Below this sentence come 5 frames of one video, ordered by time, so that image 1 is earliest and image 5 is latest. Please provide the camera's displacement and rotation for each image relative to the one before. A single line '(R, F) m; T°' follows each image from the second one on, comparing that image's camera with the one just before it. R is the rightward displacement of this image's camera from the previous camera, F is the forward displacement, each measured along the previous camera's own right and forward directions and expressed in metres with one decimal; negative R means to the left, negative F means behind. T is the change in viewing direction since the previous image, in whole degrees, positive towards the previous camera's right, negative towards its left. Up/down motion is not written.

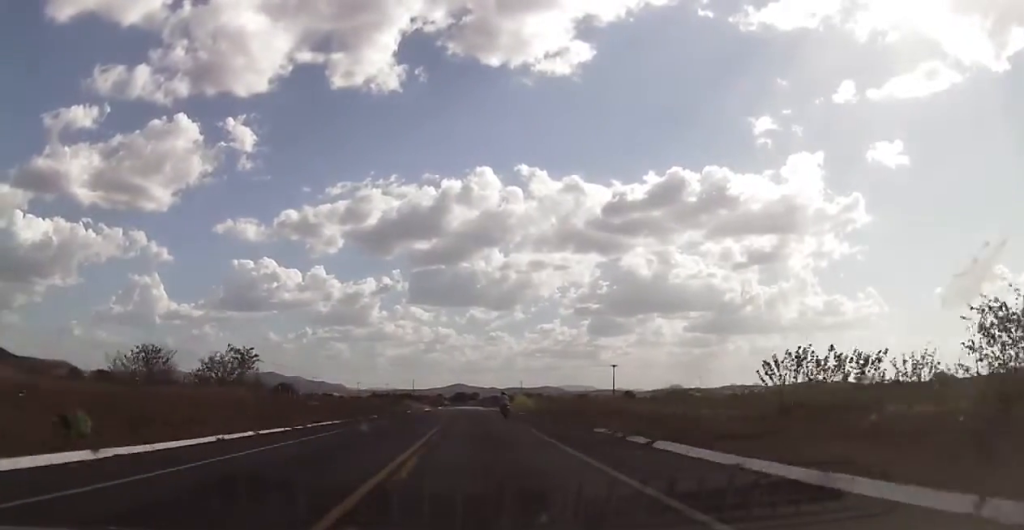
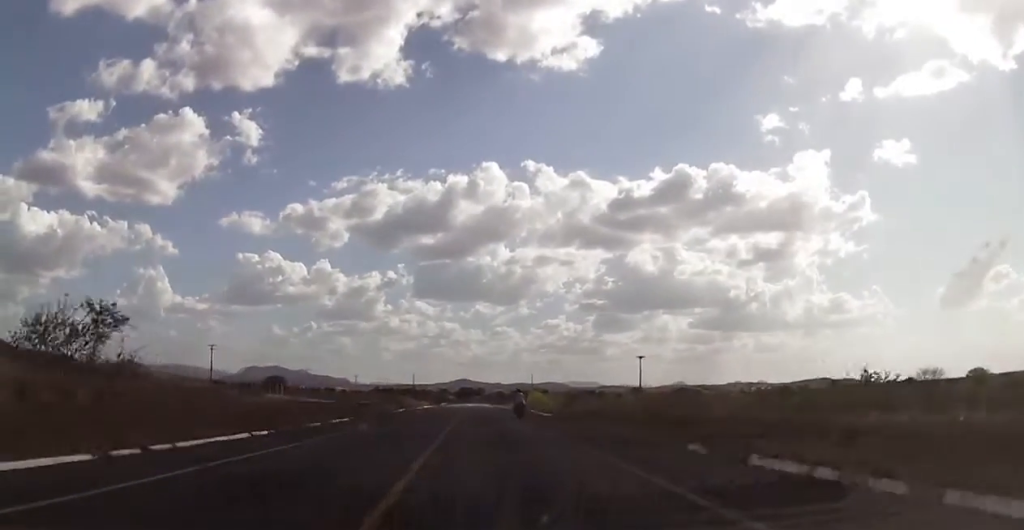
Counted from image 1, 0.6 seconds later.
(0.0, +18.2) m; 0°
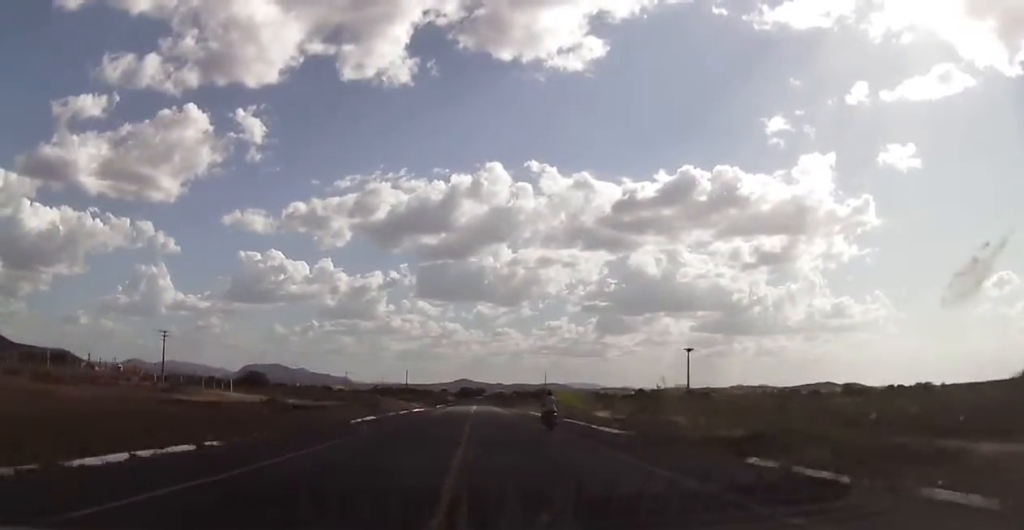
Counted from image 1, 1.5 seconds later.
(0.0, +25.9) m; 0°
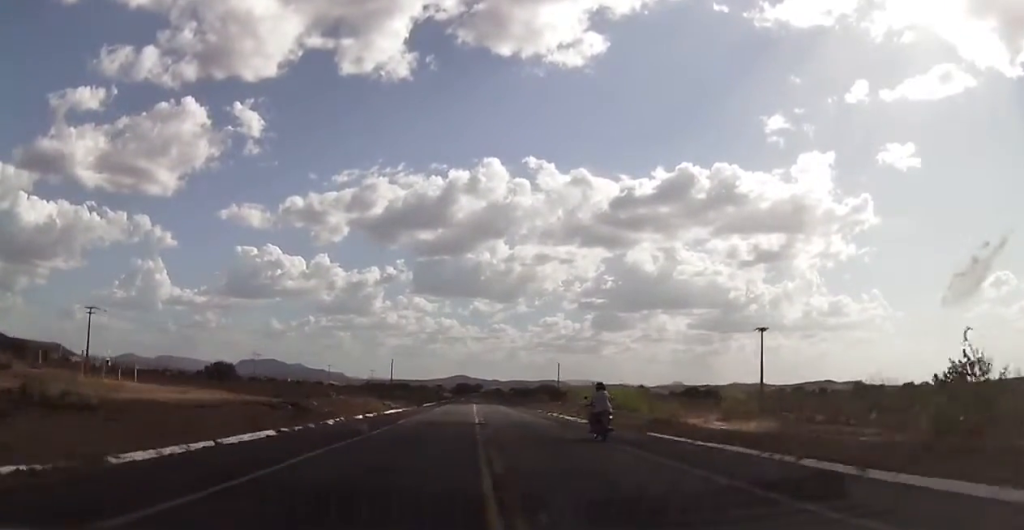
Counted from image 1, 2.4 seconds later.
(-0.1, +26.2) m; 0°
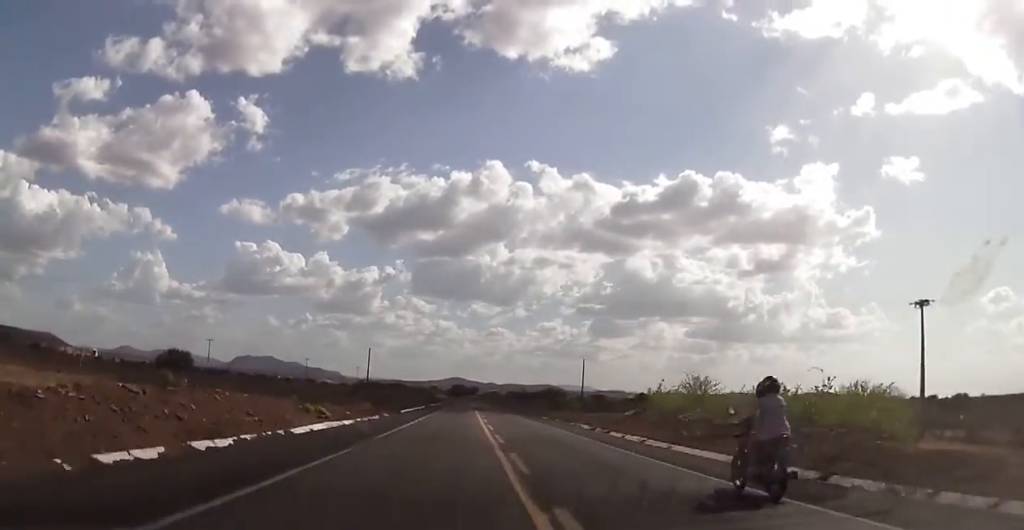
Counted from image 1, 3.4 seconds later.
(-0.1, +28.6) m; 0°
